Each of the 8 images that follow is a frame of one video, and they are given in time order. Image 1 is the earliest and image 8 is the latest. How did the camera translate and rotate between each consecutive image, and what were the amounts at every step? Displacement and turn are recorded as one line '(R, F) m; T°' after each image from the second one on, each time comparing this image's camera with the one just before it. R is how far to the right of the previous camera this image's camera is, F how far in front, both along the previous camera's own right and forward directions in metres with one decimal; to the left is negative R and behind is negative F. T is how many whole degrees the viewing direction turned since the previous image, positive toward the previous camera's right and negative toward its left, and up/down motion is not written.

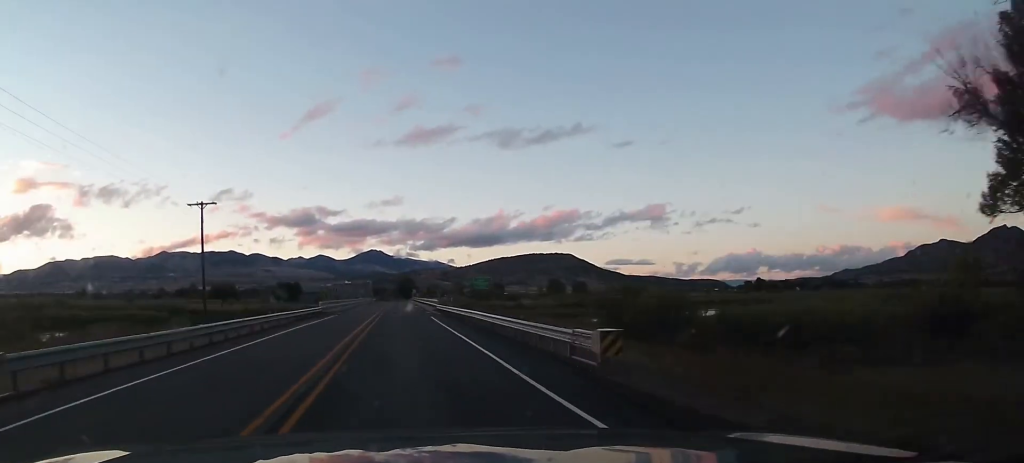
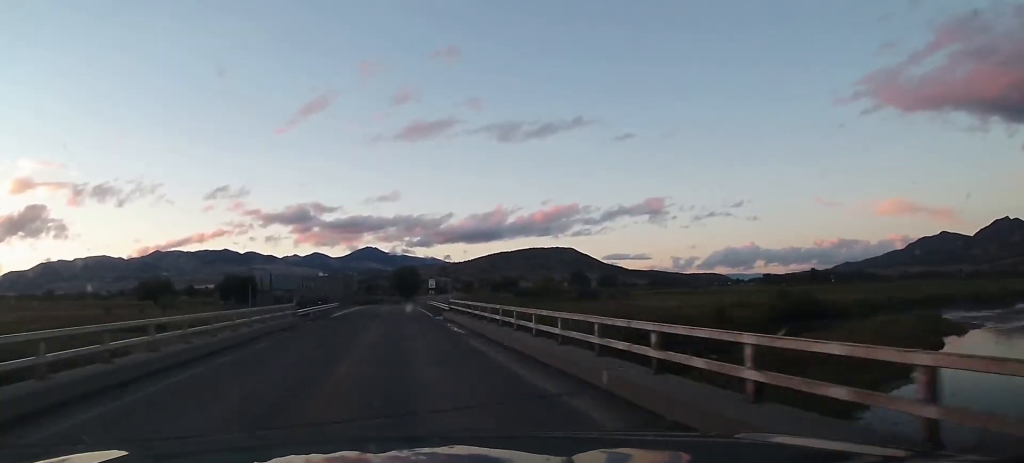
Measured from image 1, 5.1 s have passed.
(+1.6, +98.2) m; +2°
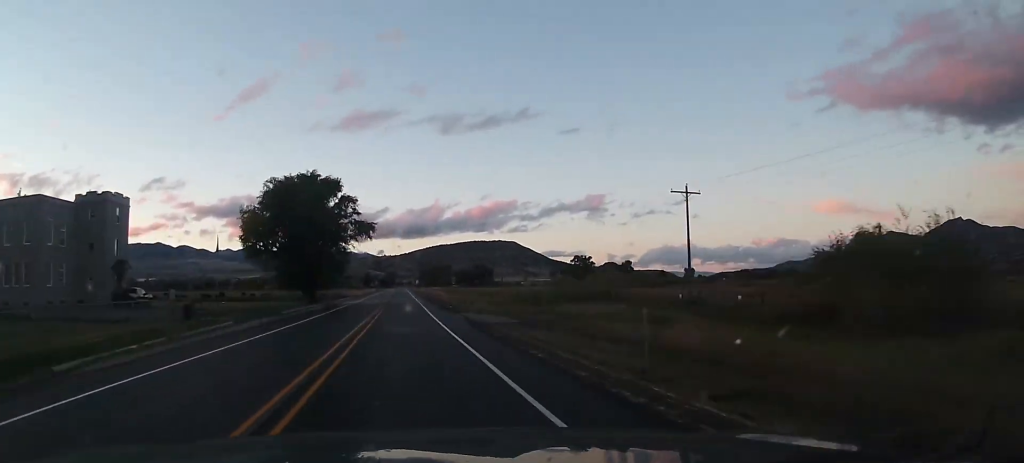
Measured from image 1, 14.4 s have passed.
(+6.5, +169.9) m; +4°
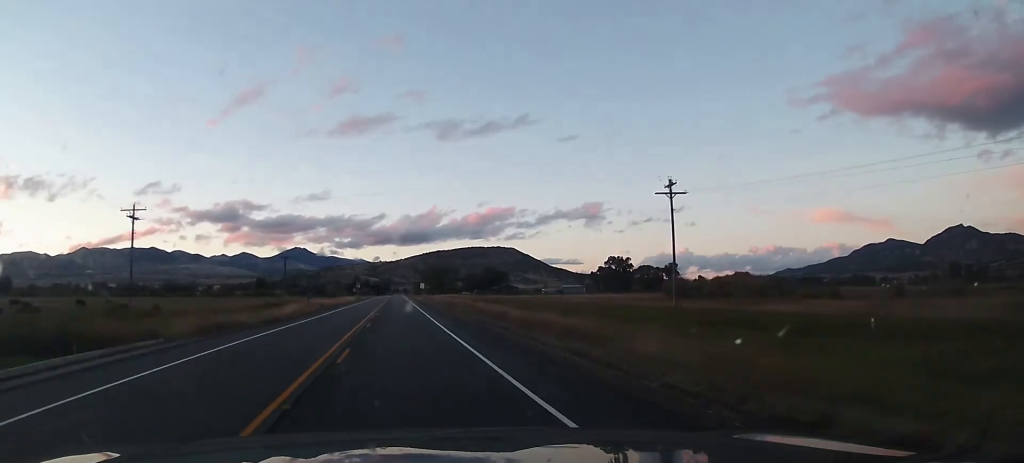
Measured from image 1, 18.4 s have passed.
(+1.7, +70.2) m; +1°
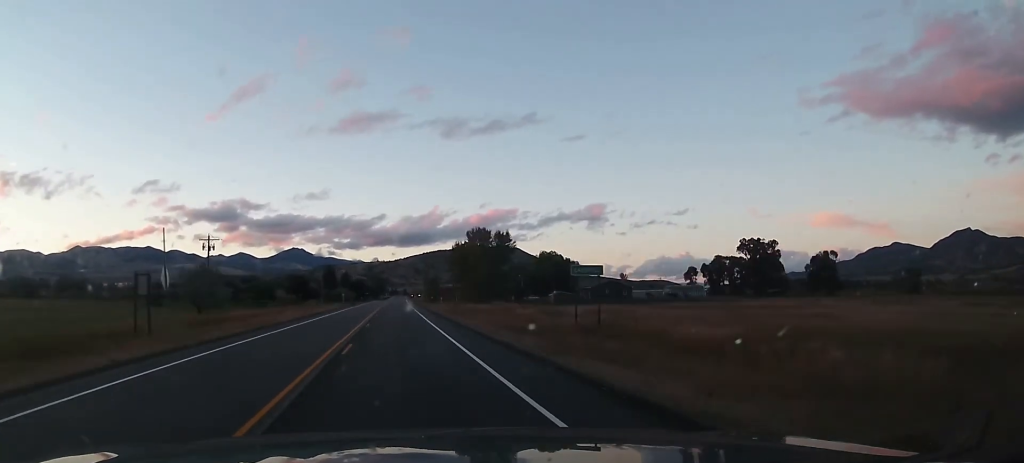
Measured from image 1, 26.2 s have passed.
(-0.2, +129.7) m; 0°
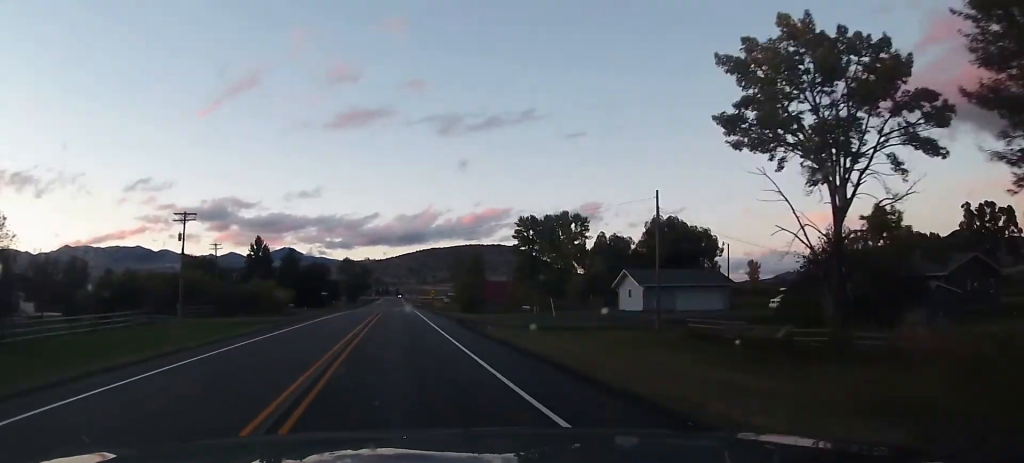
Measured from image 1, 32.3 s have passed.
(+0.1, +97.7) m; 0°
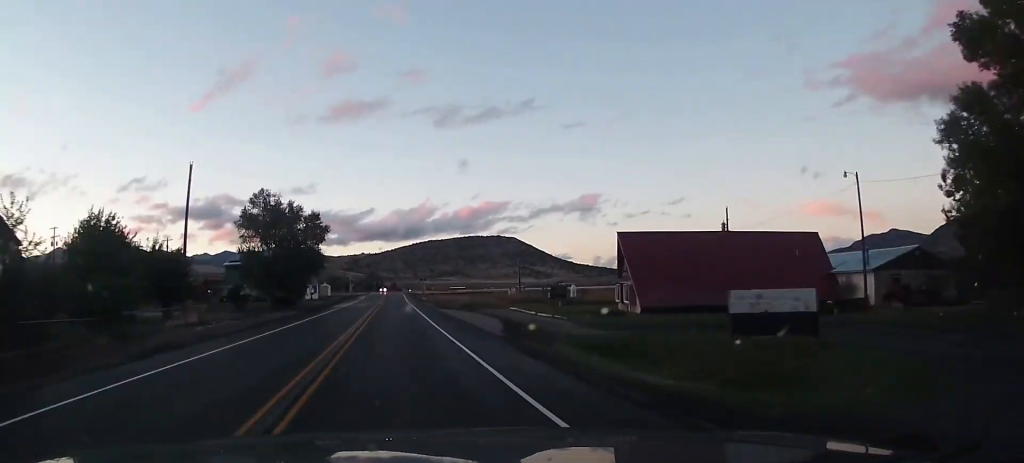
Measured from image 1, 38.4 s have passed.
(+0.4, +94.3) m; +1°
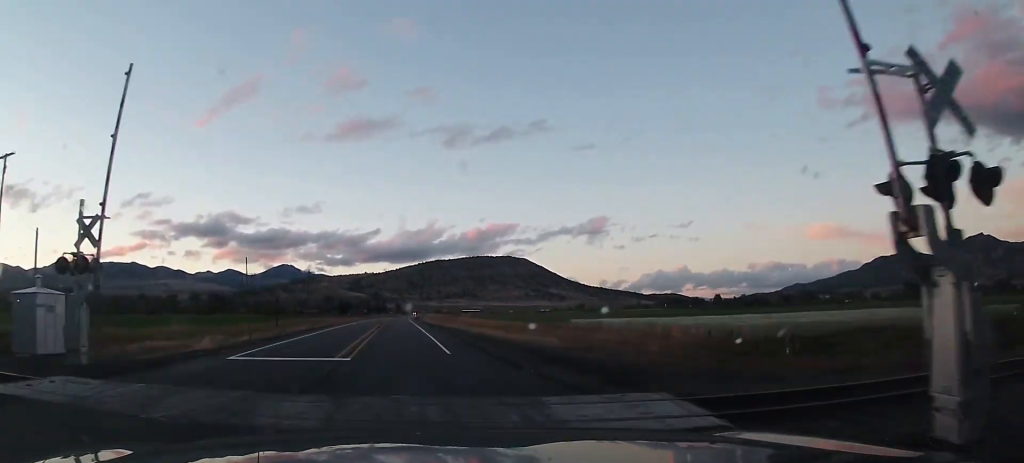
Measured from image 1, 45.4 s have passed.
(+0.7, +113.1) m; +1°
